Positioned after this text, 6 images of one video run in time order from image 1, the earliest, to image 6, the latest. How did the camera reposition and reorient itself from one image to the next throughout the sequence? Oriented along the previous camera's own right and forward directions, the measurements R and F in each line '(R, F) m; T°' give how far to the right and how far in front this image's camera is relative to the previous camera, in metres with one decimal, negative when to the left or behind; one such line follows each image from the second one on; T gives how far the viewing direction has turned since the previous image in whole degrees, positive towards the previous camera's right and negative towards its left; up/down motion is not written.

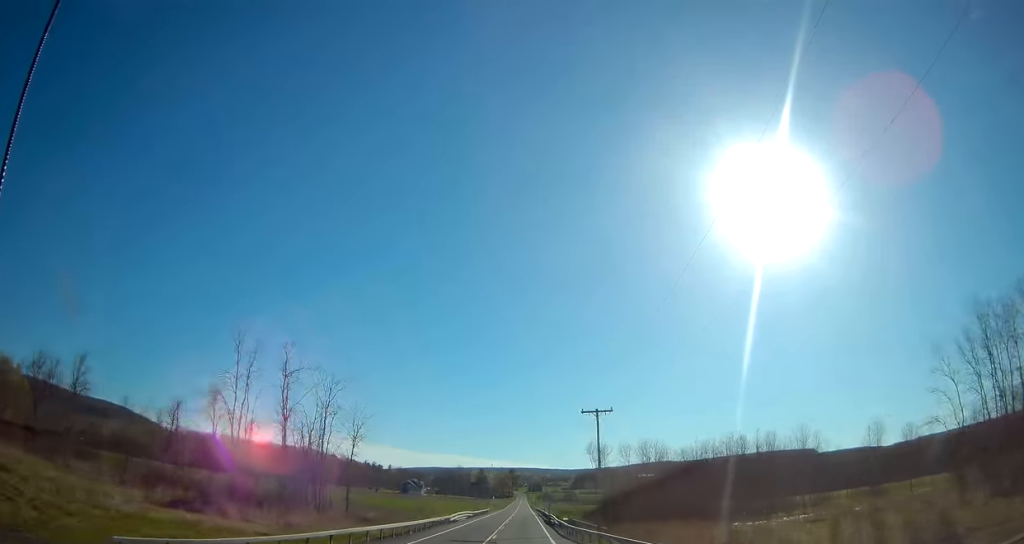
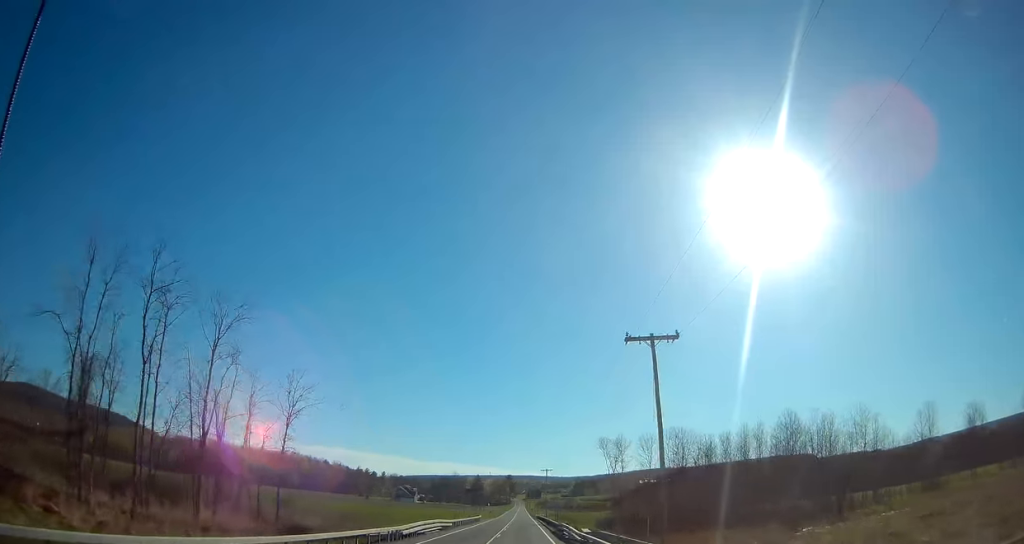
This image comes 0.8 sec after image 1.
(-0.1, +20.7) m; 0°
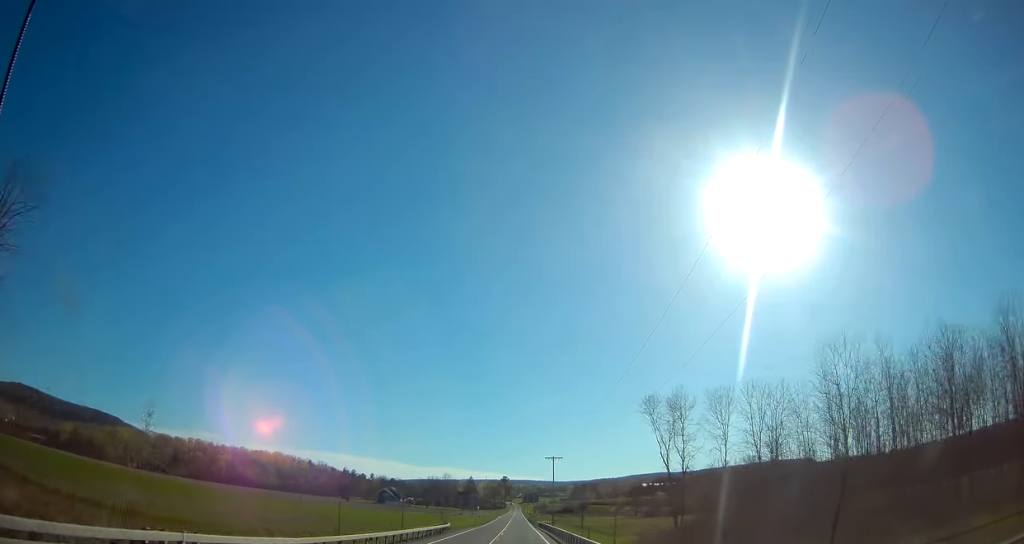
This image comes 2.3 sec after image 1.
(0.0, +36.0) m; 0°
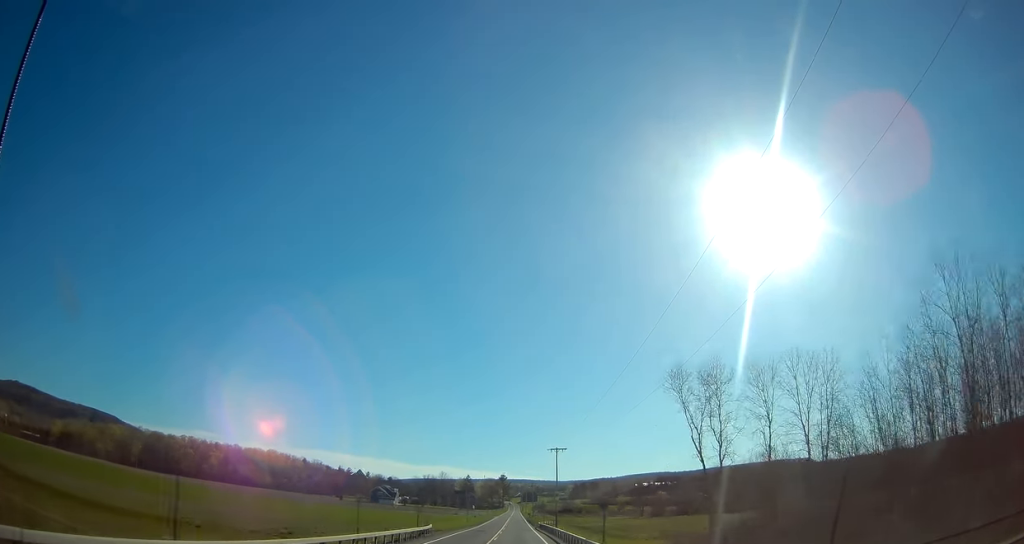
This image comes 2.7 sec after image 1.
(0.0, +11.0) m; 0°
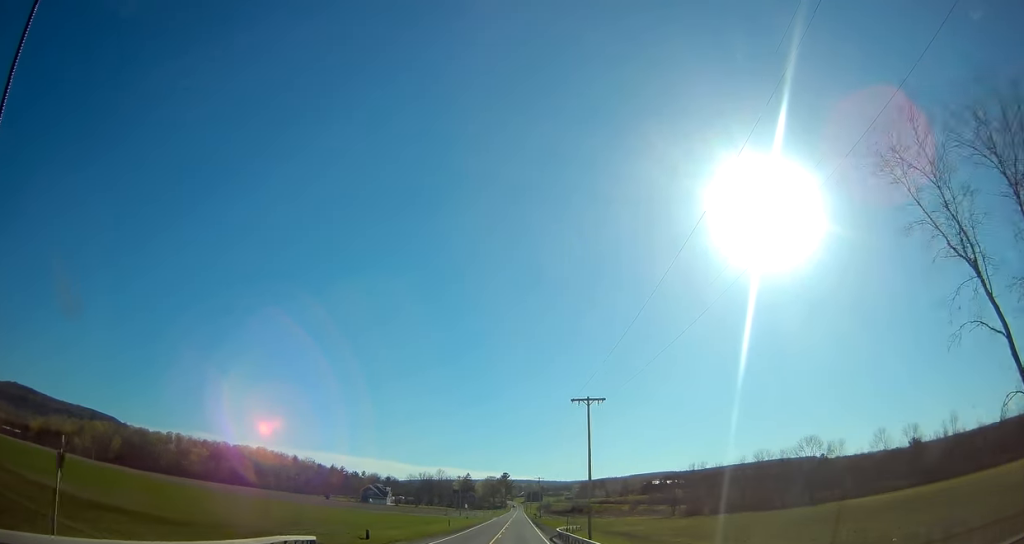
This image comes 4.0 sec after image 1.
(0.0, +32.1) m; 0°
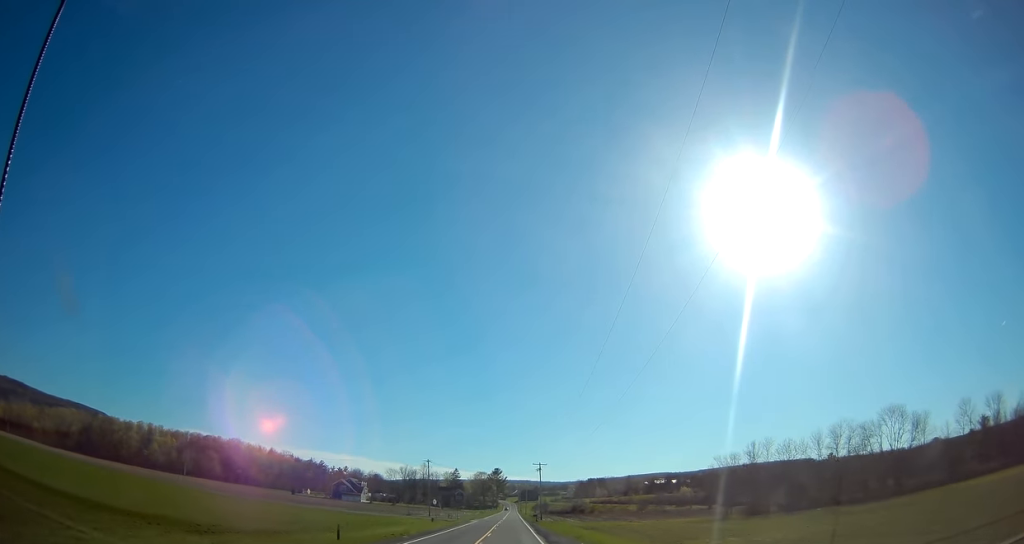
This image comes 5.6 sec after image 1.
(+0.2, +40.6) m; 0°
